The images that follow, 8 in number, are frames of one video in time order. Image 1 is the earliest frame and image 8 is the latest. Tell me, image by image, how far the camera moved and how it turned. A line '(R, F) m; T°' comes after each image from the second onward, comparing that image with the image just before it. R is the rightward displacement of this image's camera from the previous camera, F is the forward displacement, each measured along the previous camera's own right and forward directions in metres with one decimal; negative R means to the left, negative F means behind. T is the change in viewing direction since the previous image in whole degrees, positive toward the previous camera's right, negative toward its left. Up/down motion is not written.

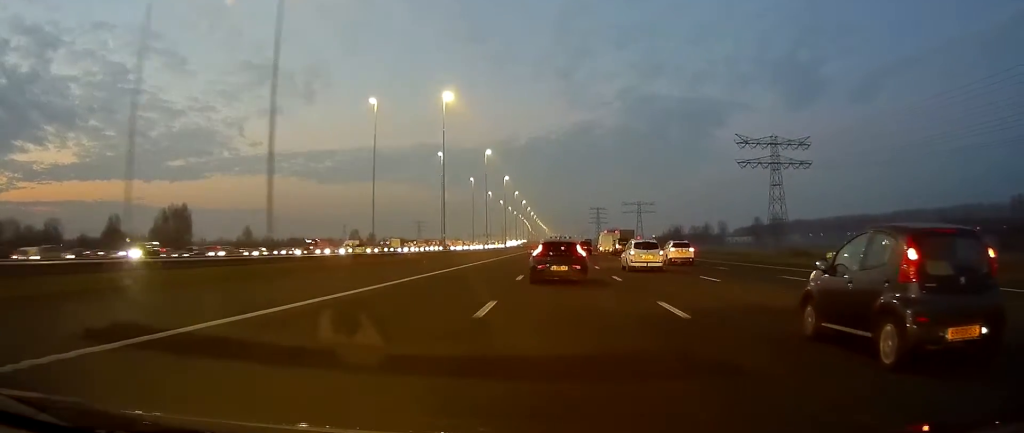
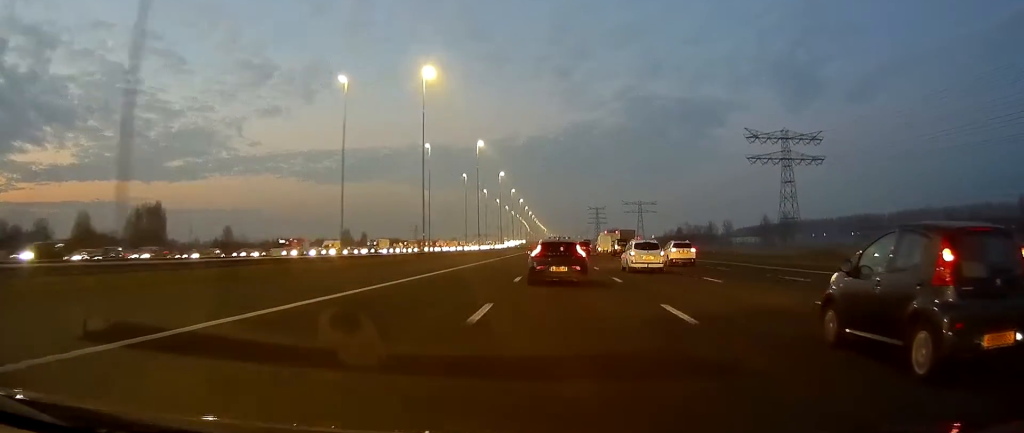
(0.0, +13.0) m; 0°
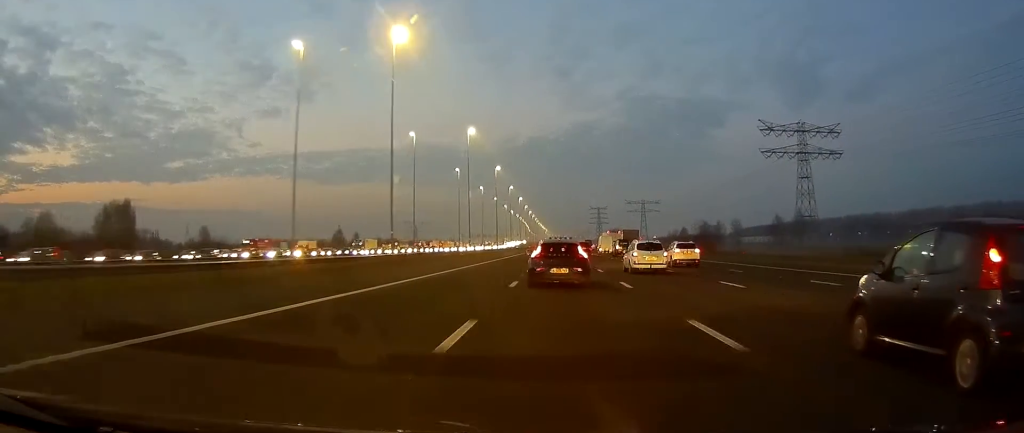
(0.0, +15.3) m; 0°
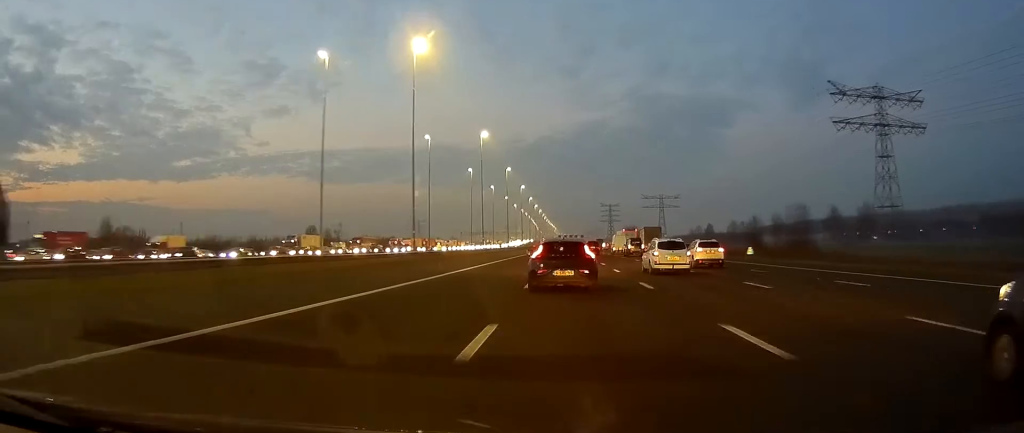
(+0.1, +48.2) m; 0°
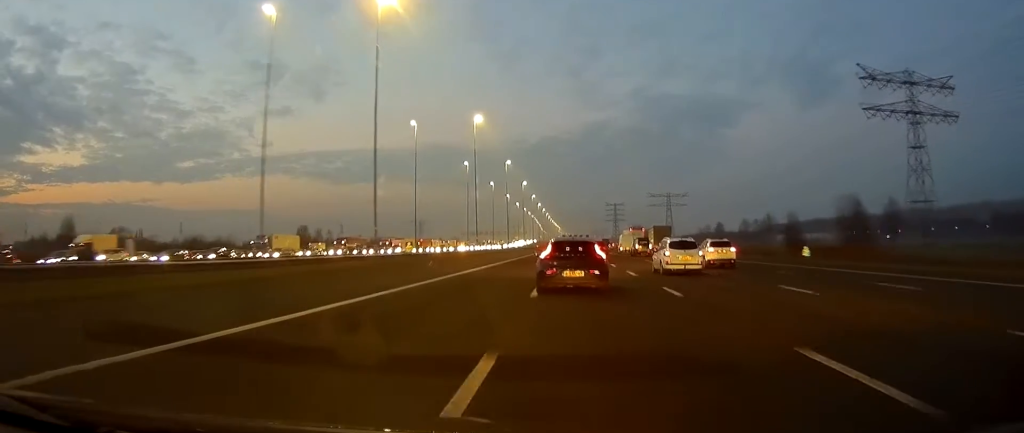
(0.0, +15.5) m; 0°
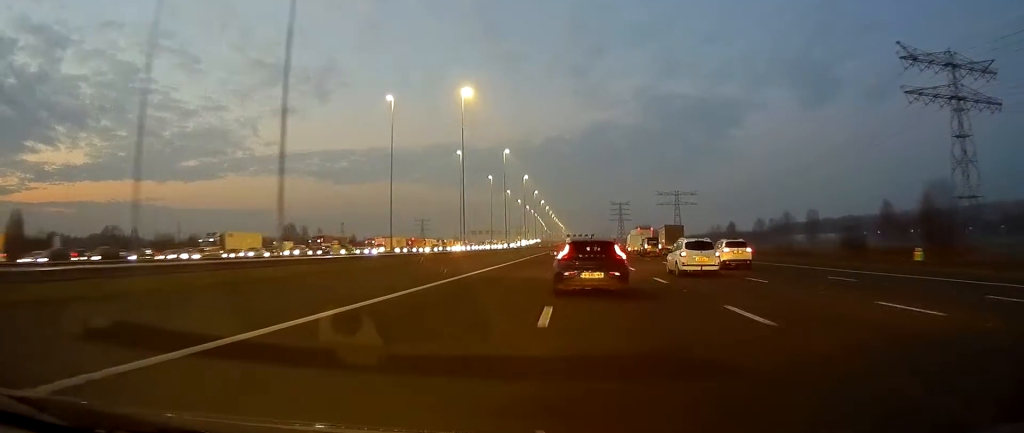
(0.0, +17.9) m; 0°
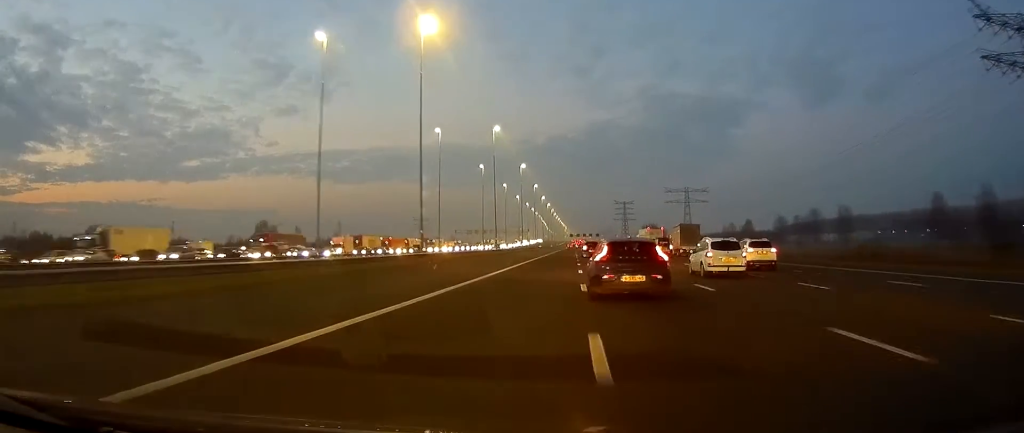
(-0.1, +27.5) m; 0°
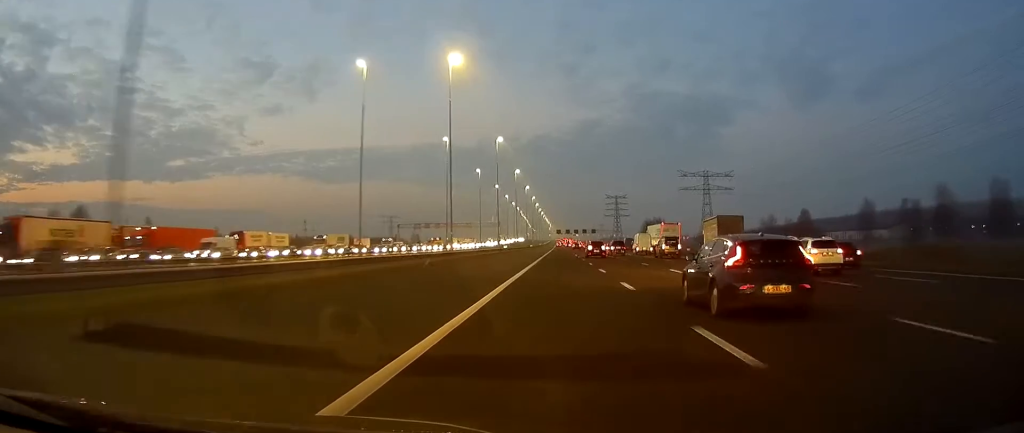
(-0.7, +94.2) m; 0°
